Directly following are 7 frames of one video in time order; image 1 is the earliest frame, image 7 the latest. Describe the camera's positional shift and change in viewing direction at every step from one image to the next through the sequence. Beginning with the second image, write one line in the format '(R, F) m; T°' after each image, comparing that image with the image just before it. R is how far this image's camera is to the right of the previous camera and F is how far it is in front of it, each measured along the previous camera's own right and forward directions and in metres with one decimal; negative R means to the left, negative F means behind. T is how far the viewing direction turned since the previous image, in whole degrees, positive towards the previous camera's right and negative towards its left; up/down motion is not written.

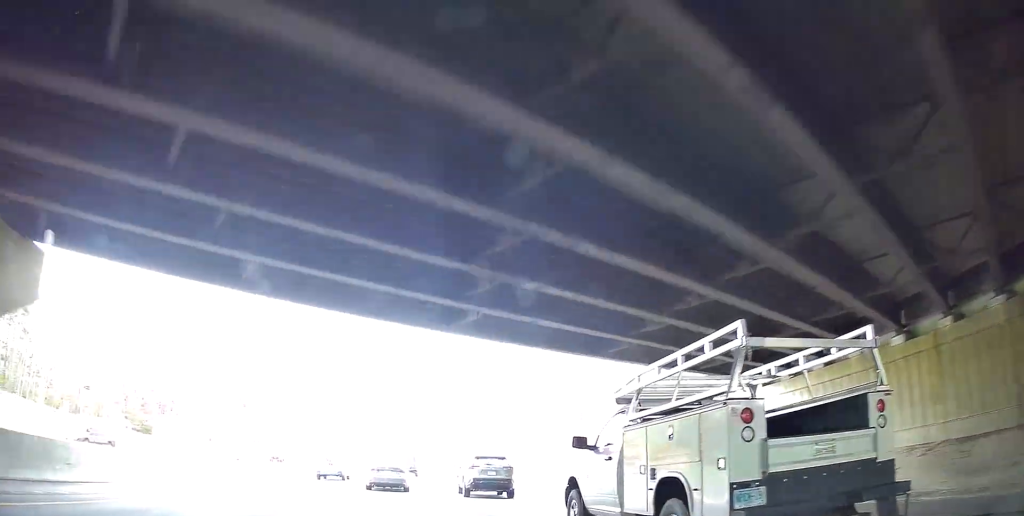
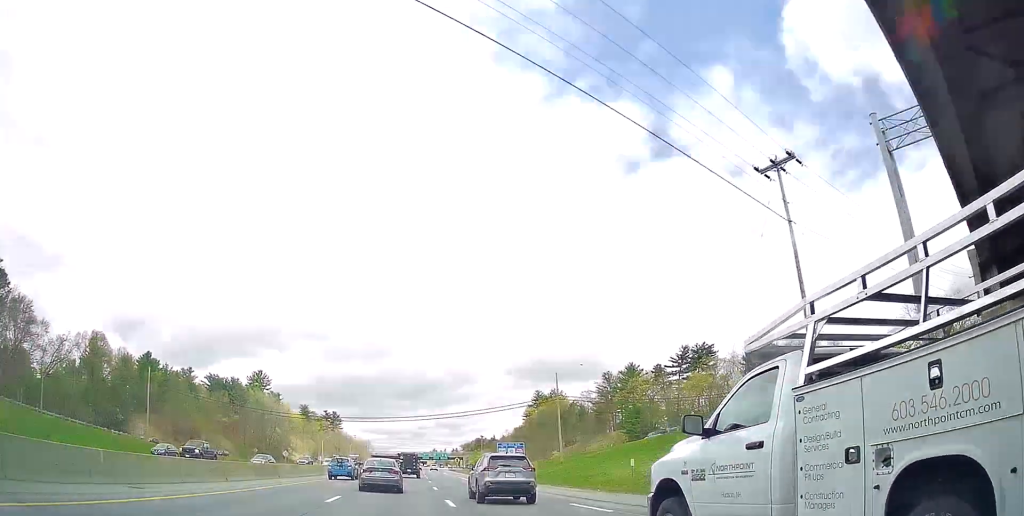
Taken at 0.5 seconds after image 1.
(-0.1, +16.9) m; 0°
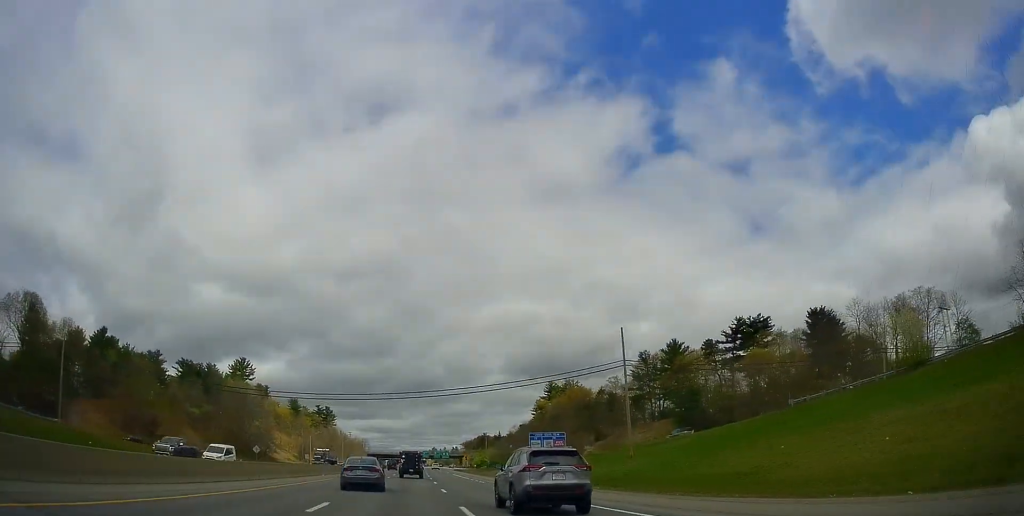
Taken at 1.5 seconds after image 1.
(0.0, +28.8) m; -1°
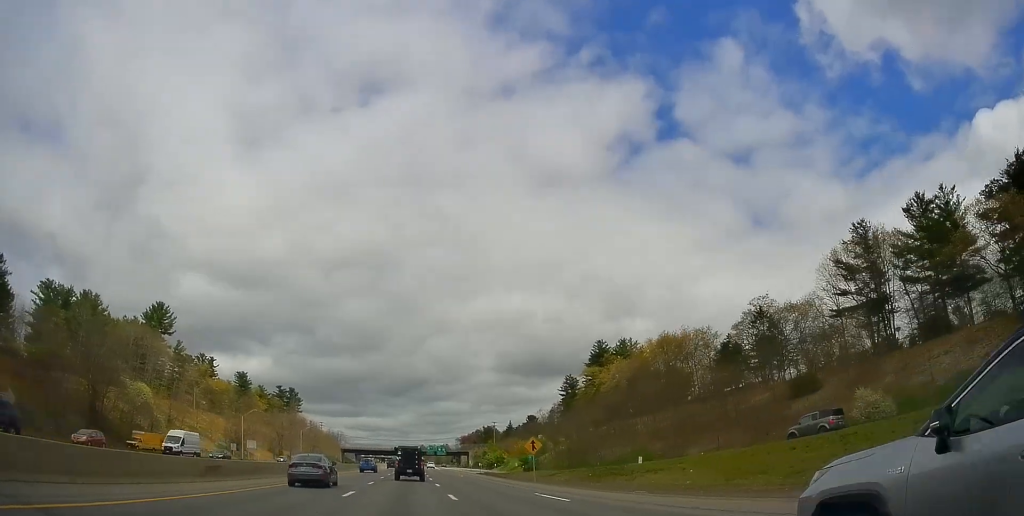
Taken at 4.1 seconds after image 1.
(+2.3, +79.3) m; +3°
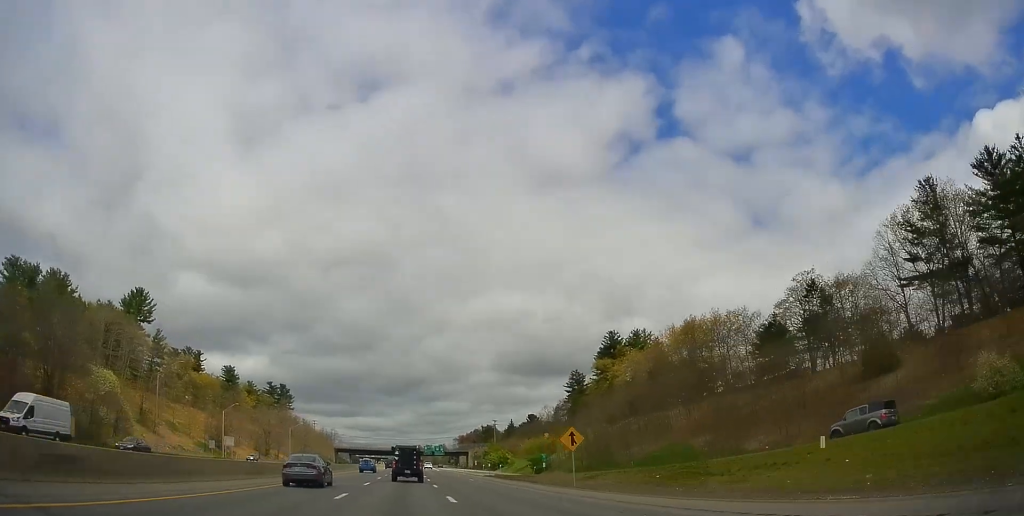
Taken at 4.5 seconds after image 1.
(-0.1, +13.1) m; 0°
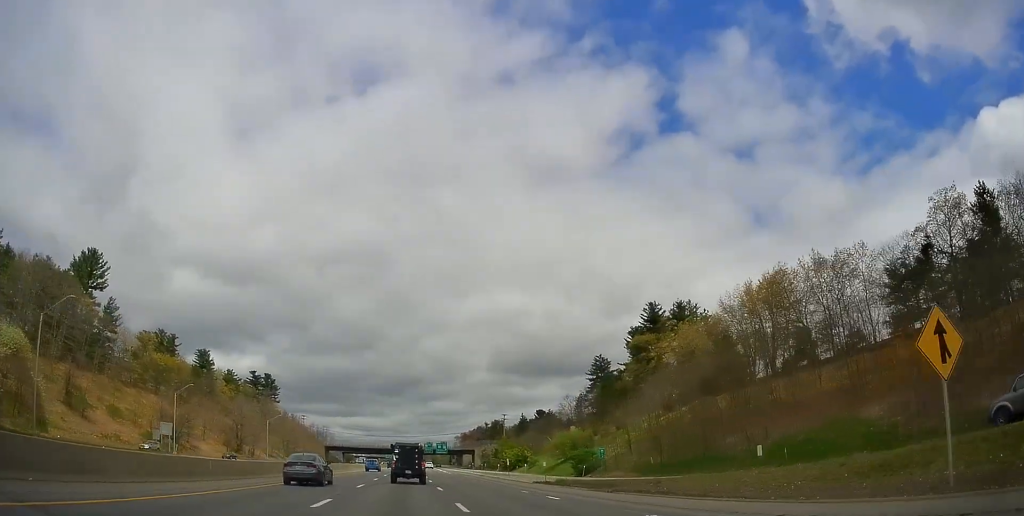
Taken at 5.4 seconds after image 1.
(+0.4, +28.3) m; +1°
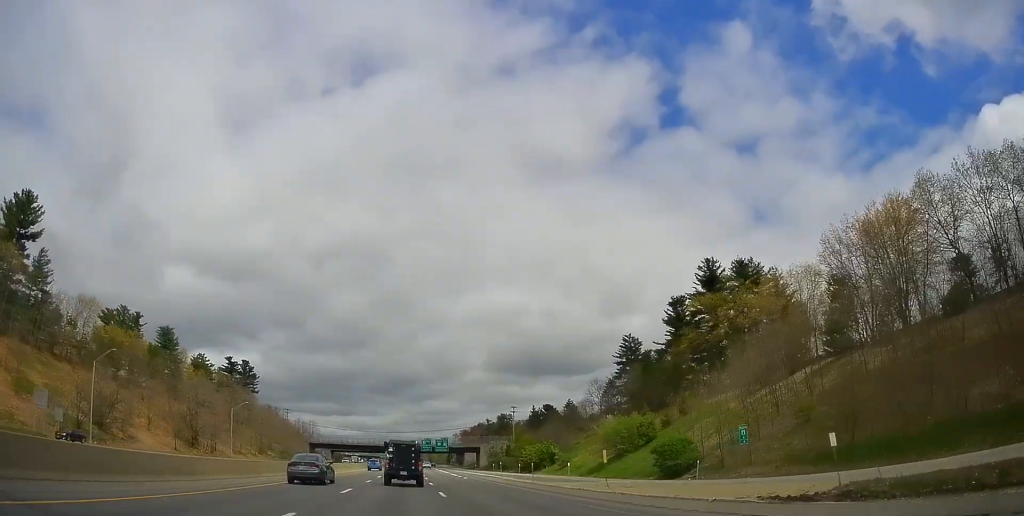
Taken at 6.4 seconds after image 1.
(-0.1, +29.3) m; 0°
